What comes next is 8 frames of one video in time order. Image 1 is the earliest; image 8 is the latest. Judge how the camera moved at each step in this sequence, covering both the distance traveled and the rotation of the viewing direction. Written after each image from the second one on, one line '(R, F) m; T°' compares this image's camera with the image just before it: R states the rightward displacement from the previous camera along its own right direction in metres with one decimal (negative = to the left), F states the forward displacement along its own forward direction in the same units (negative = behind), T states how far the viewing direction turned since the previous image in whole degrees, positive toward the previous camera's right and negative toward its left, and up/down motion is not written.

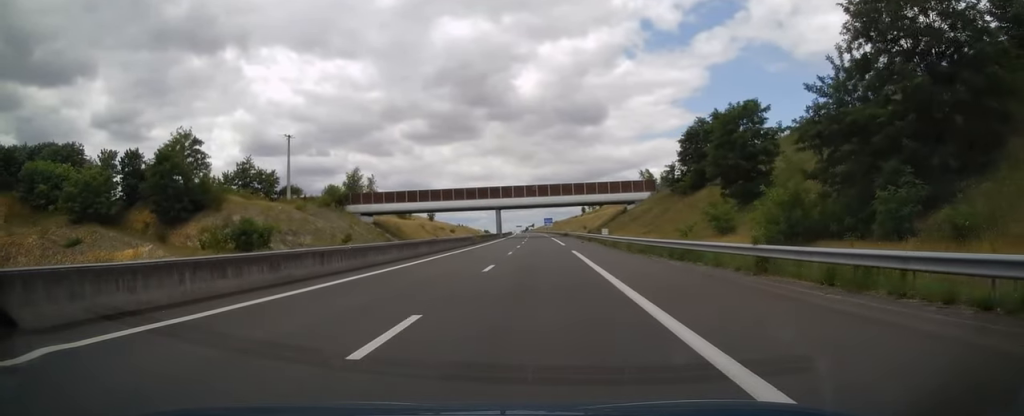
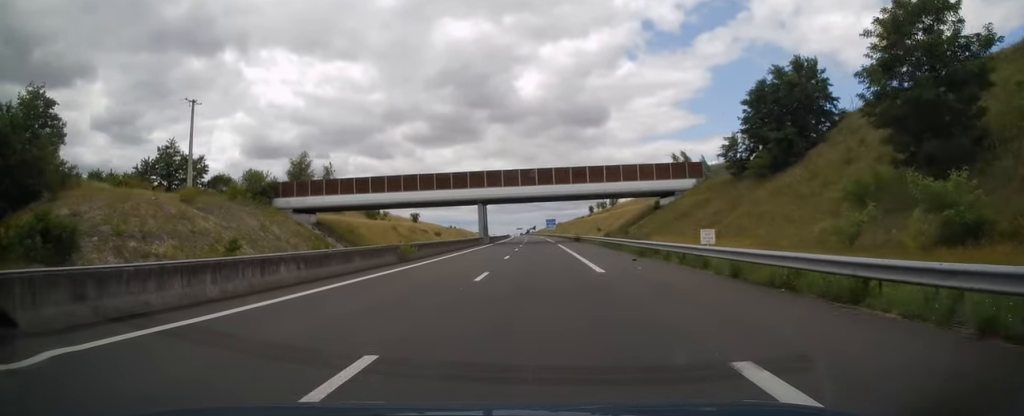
(-0.4, +30.1) m; 0°
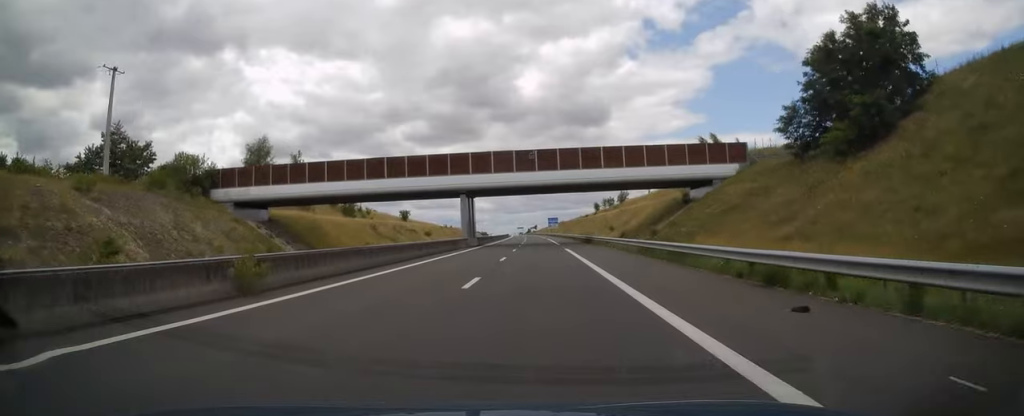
(+0.1, +16.0) m; 0°
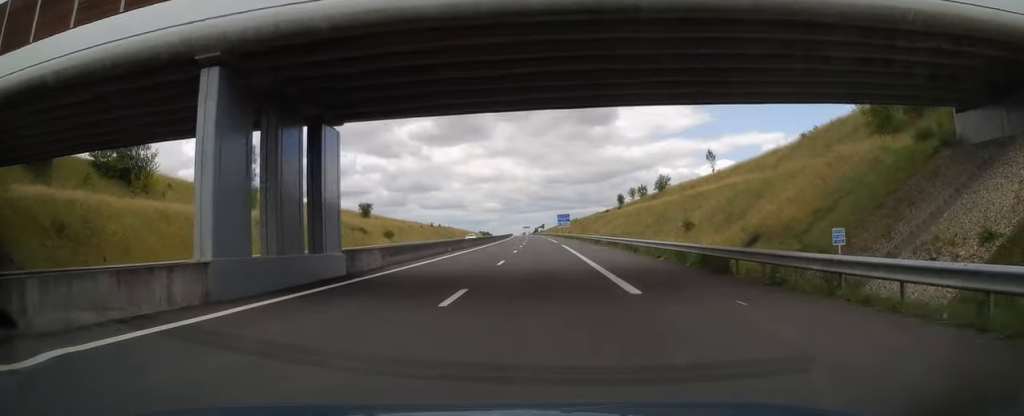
(-0.4, +44.1) m; -1°
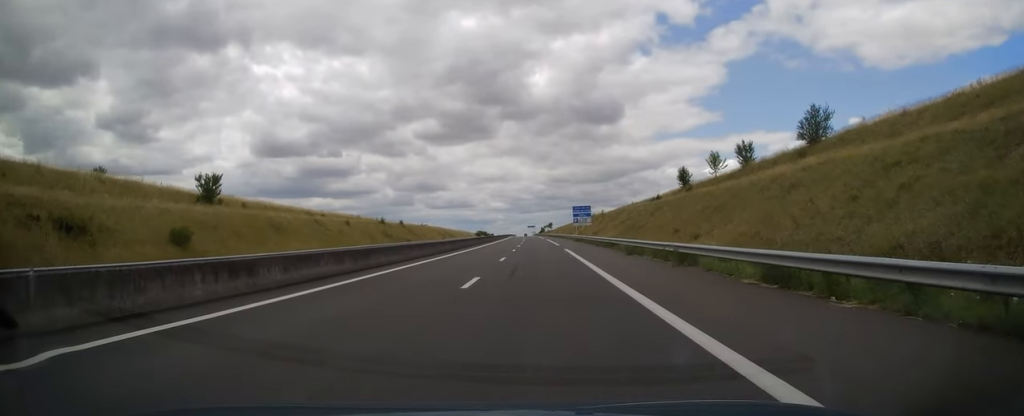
(-0.1, +64.0) m; -1°
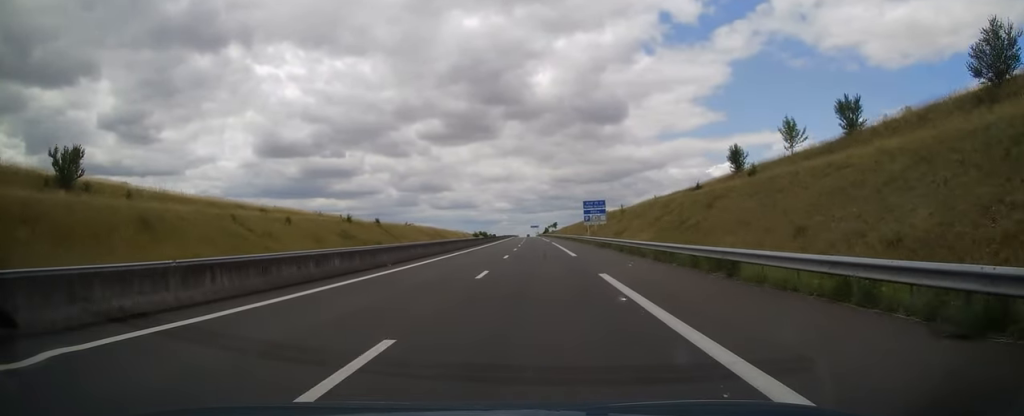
(-0.1, +23.8) m; -1°
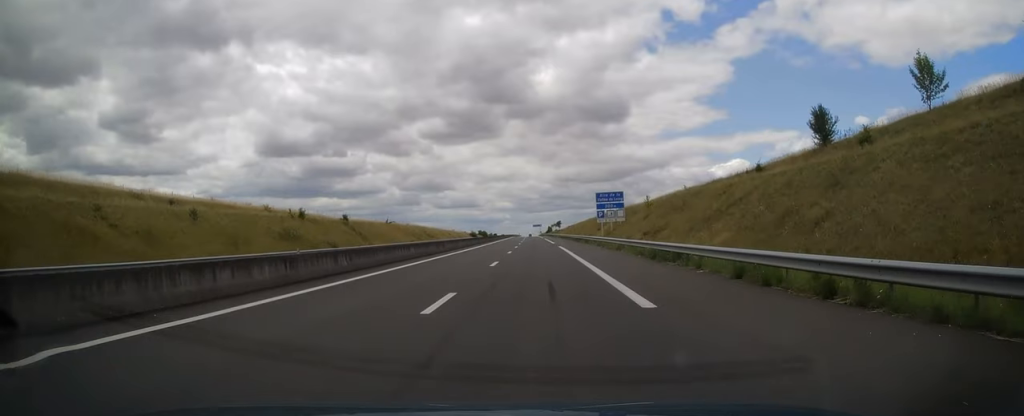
(0.0, +21.4) m; -1°
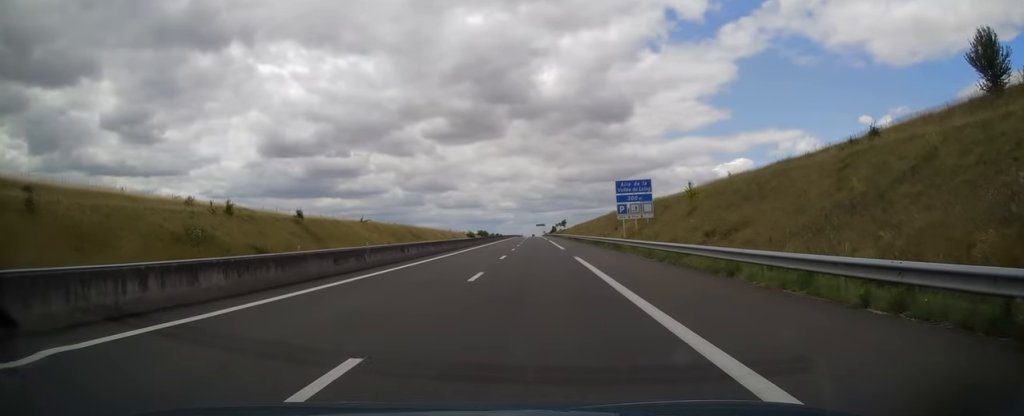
(-0.3, +20.4) m; -1°
